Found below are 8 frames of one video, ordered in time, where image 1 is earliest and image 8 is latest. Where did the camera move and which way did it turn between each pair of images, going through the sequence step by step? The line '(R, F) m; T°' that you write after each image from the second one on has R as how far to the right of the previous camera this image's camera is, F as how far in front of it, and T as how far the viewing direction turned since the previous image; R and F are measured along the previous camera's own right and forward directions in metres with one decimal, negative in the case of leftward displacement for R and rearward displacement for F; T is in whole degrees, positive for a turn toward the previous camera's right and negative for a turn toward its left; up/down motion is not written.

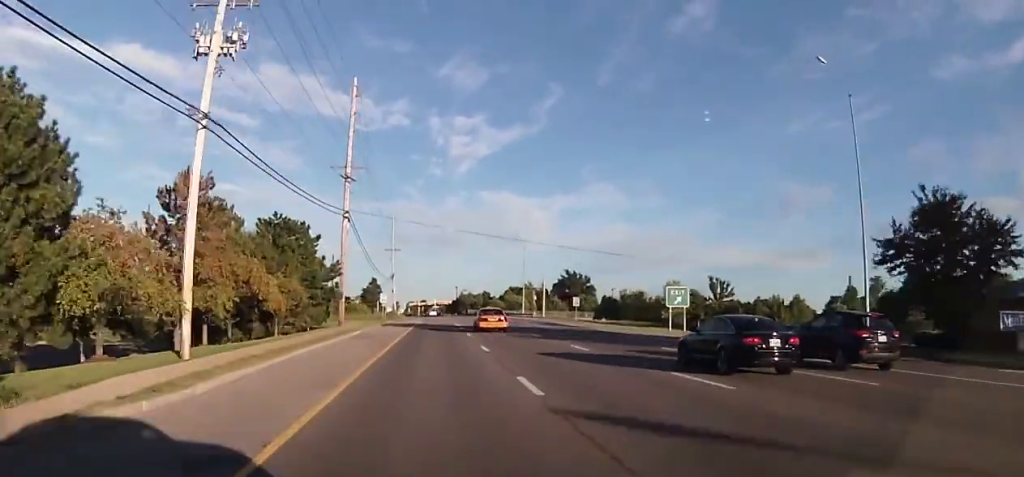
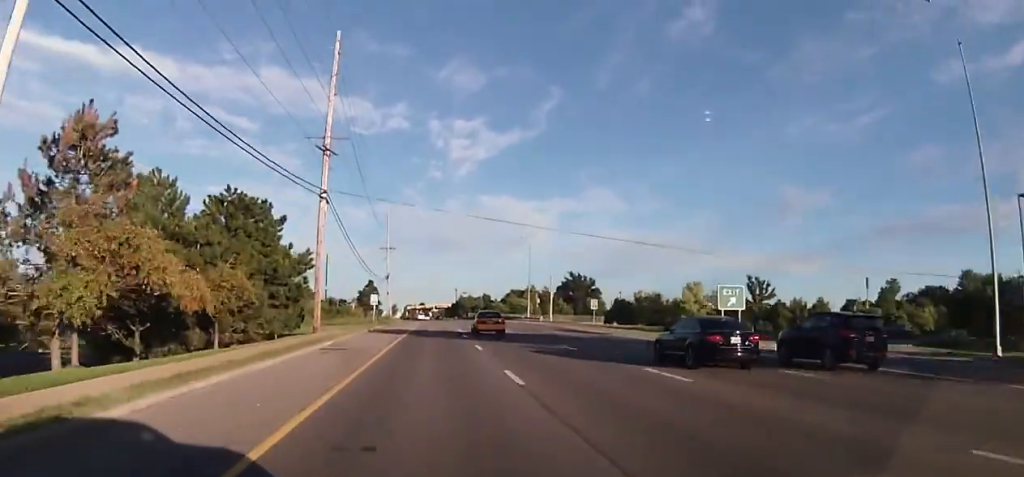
(0.0, +10.3) m; +1°
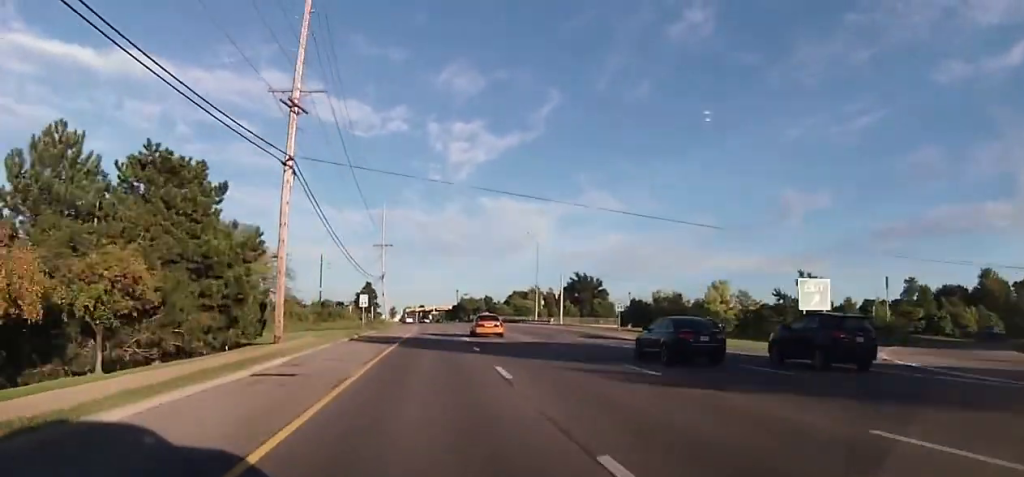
(0.0, +10.3) m; +1°
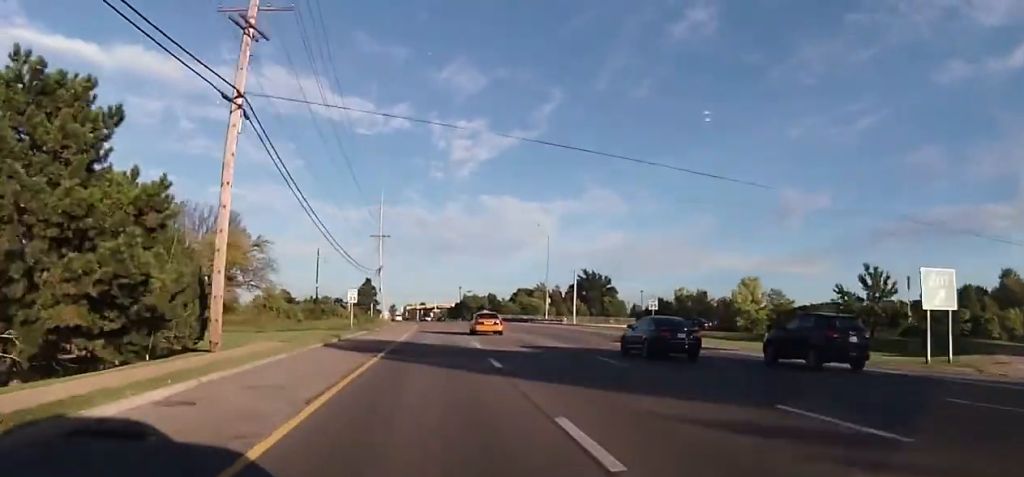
(+0.3, +9.6) m; 0°
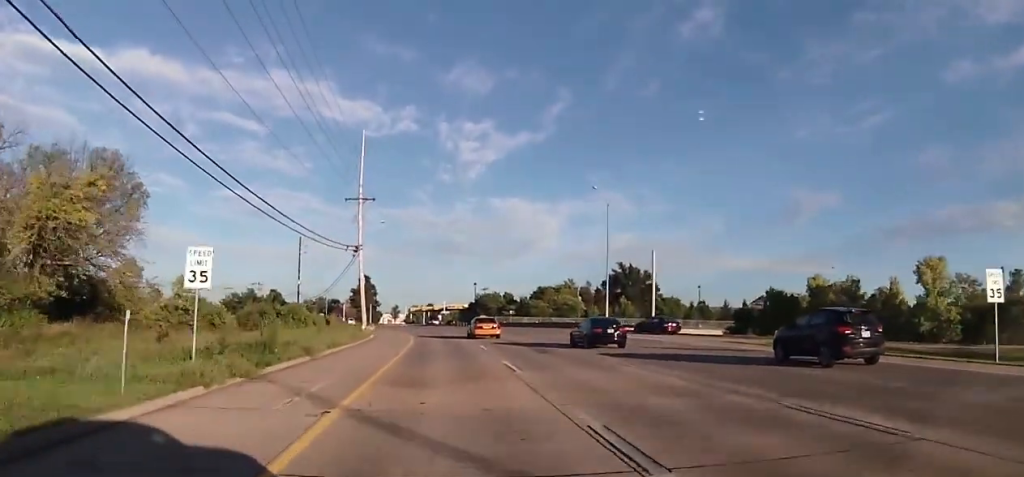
(-0.8, +35.9) m; -2°
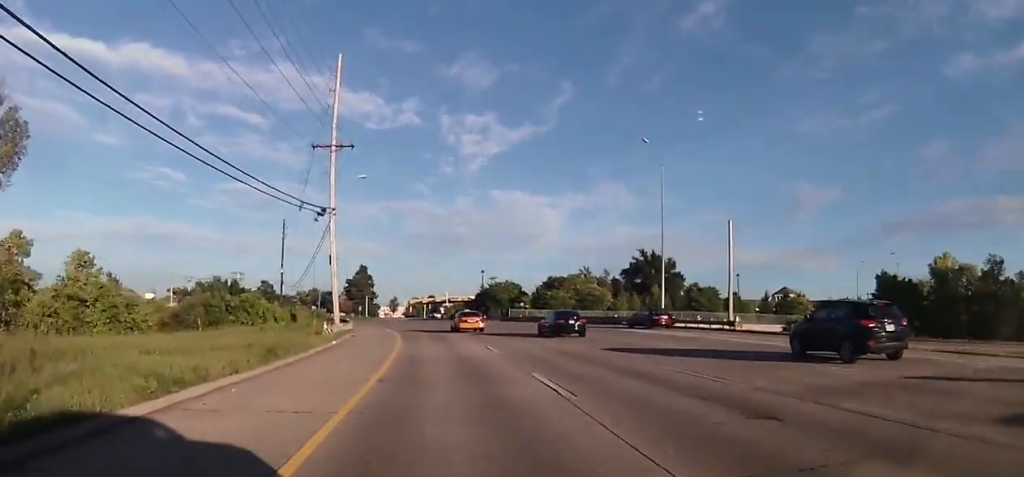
(+0.1, +19.2) m; 0°
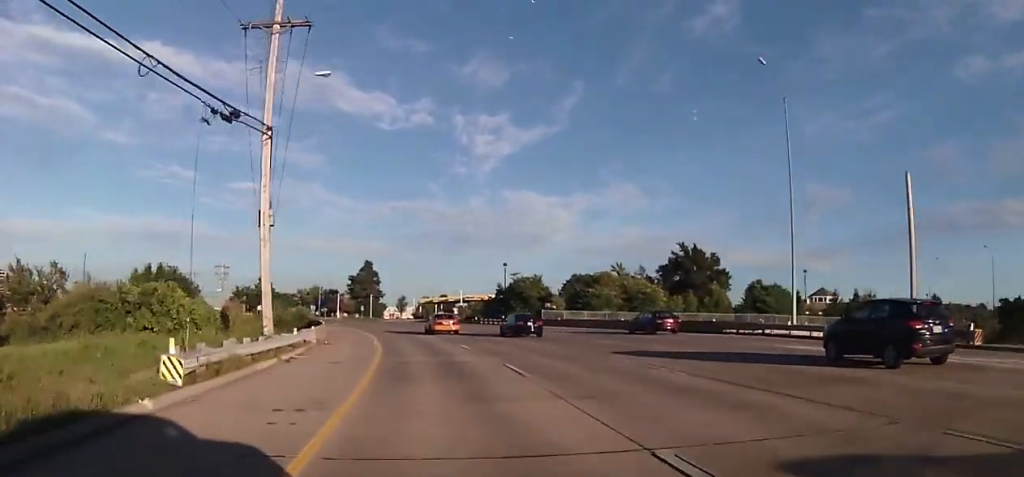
(0.0, +21.6) m; -1°
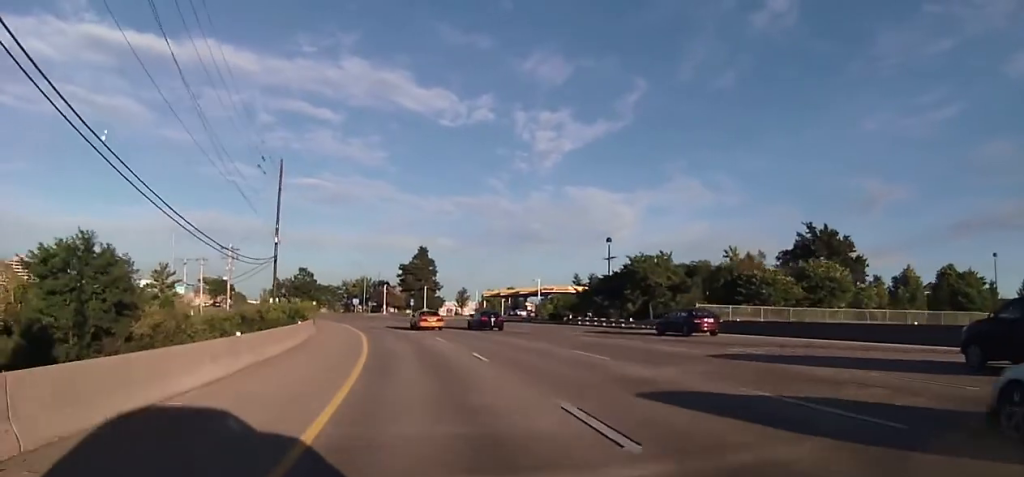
(-0.7, +32.4) m; -3°
